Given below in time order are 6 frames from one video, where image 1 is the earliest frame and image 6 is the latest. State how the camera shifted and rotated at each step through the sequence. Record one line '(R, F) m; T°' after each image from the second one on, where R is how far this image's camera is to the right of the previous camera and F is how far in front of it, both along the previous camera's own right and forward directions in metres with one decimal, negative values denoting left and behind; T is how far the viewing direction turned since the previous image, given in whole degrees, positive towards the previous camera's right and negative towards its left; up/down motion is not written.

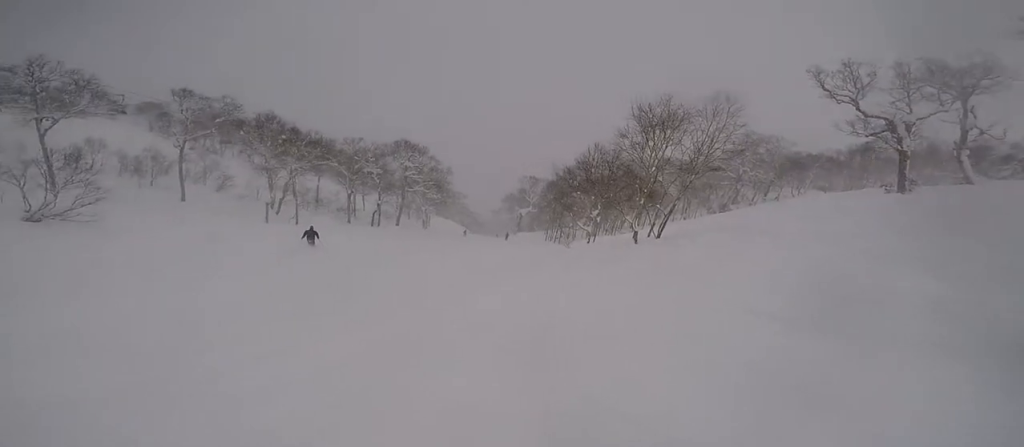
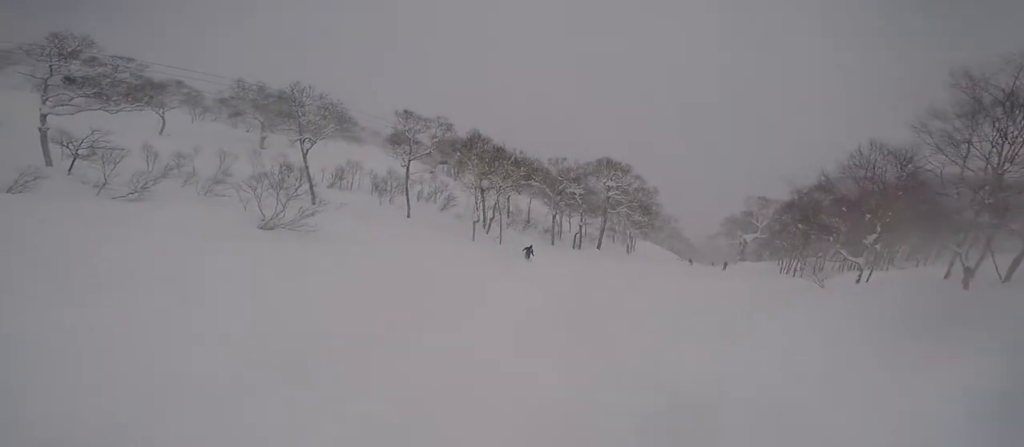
(-0.6, +4.2) m; -24°
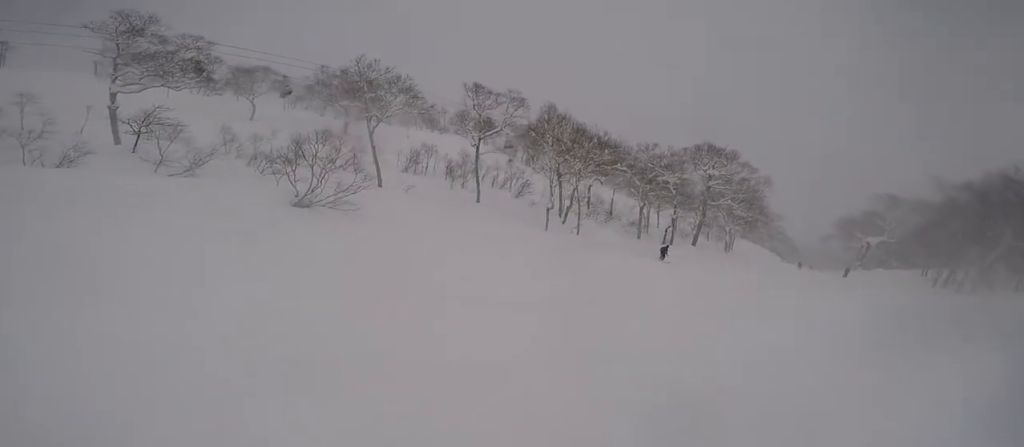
(-0.9, +3.4) m; -8°
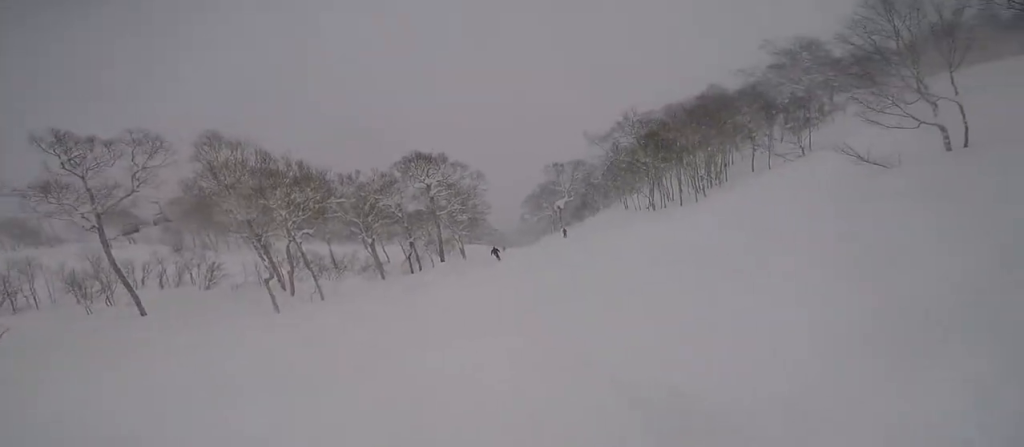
(+1.0, +5.5) m; +23°
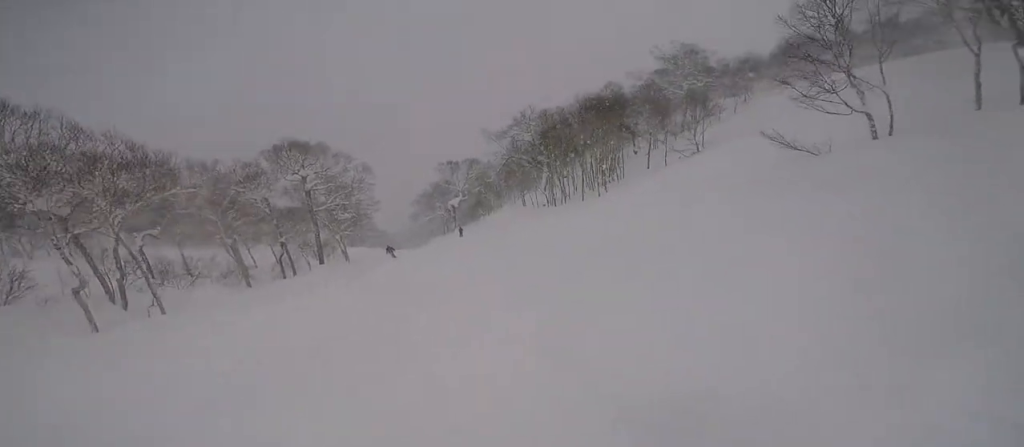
(+0.1, +2.3) m; +9°
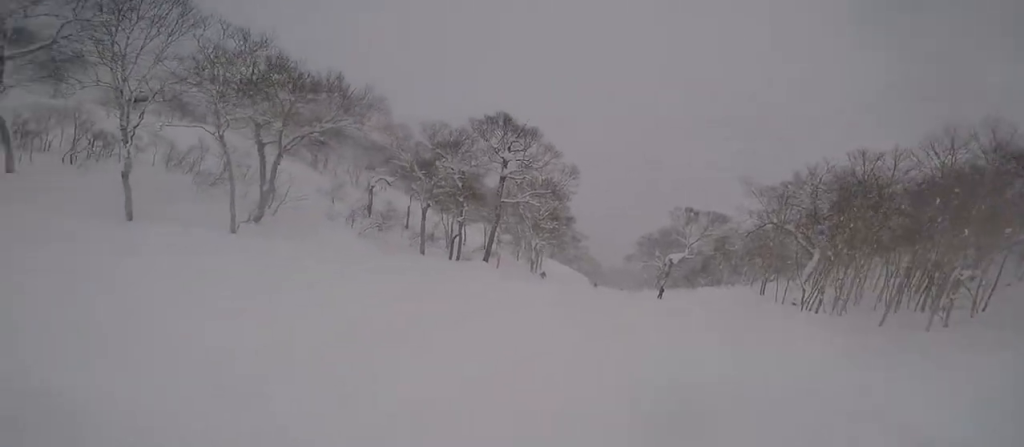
(+1.0, +9.1) m; -16°
